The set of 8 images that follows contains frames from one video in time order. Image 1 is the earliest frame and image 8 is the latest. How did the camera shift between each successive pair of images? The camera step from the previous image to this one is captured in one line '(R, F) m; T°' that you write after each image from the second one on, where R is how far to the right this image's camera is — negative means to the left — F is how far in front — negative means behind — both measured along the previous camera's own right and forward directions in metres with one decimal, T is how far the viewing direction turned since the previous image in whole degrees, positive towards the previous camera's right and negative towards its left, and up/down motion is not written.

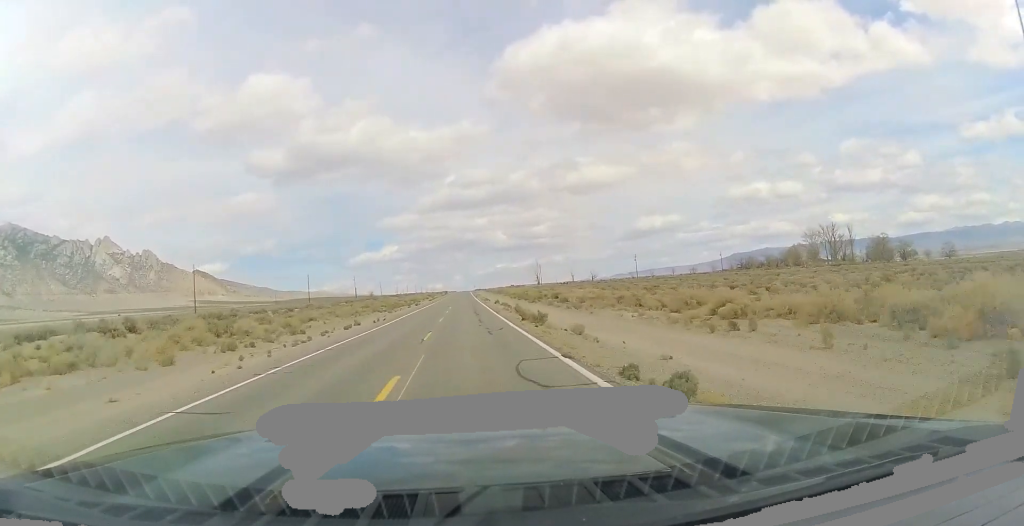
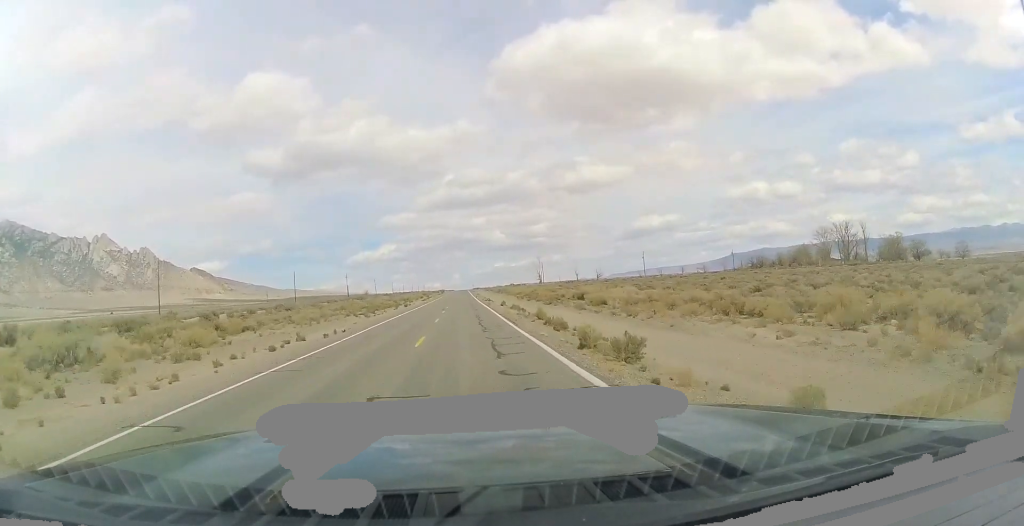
(0.0, +15.0) m; 0°
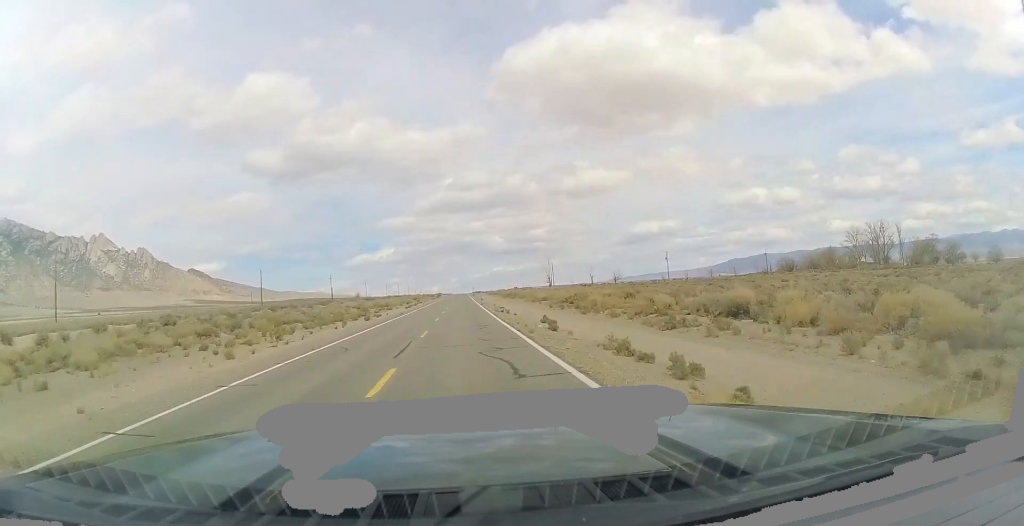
(0.0, +32.2) m; 0°
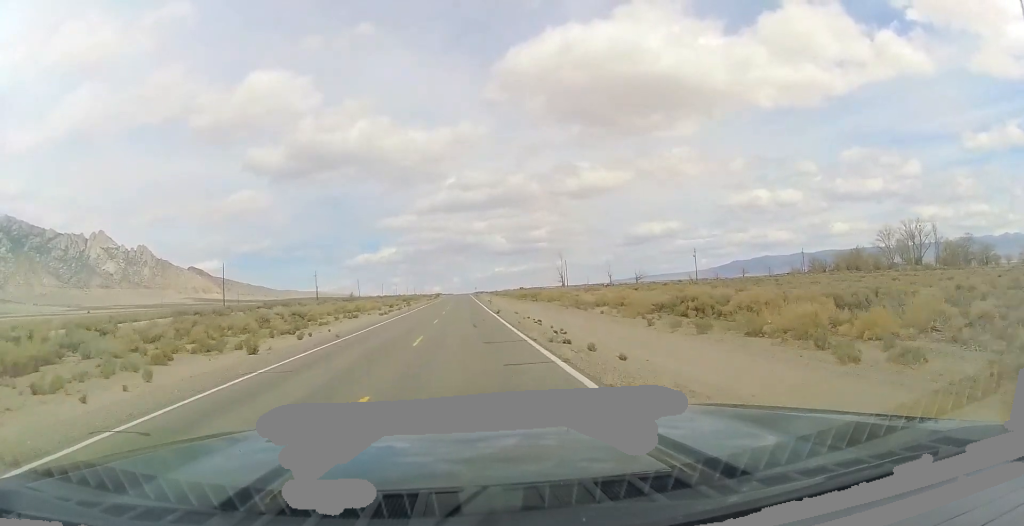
(0.0, +27.6) m; 0°
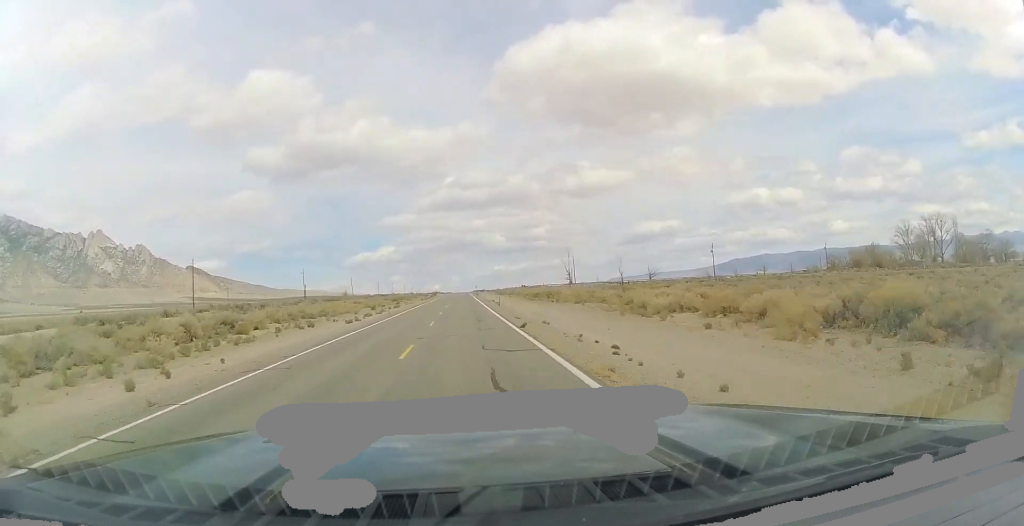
(0.0, +16.1) m; 0°
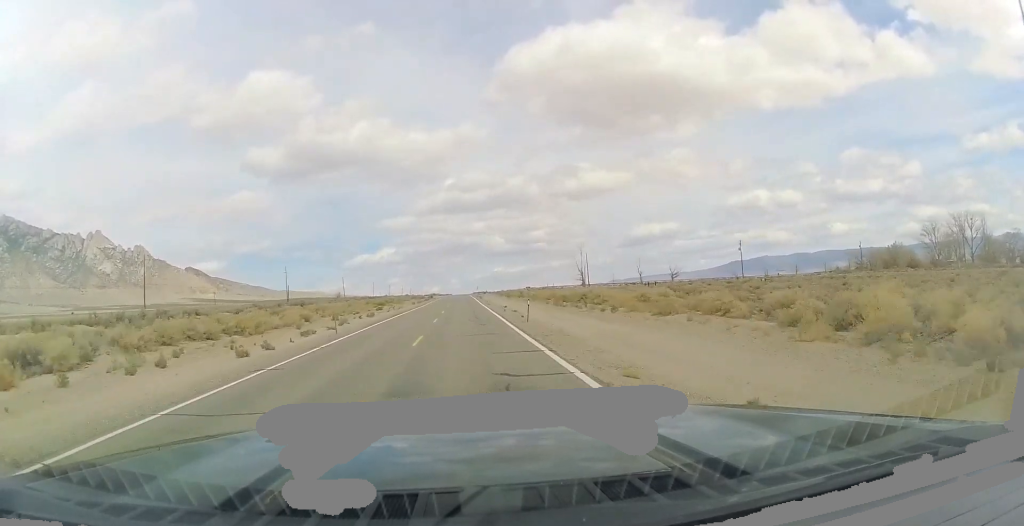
(0.0, +20.8) m; 0°
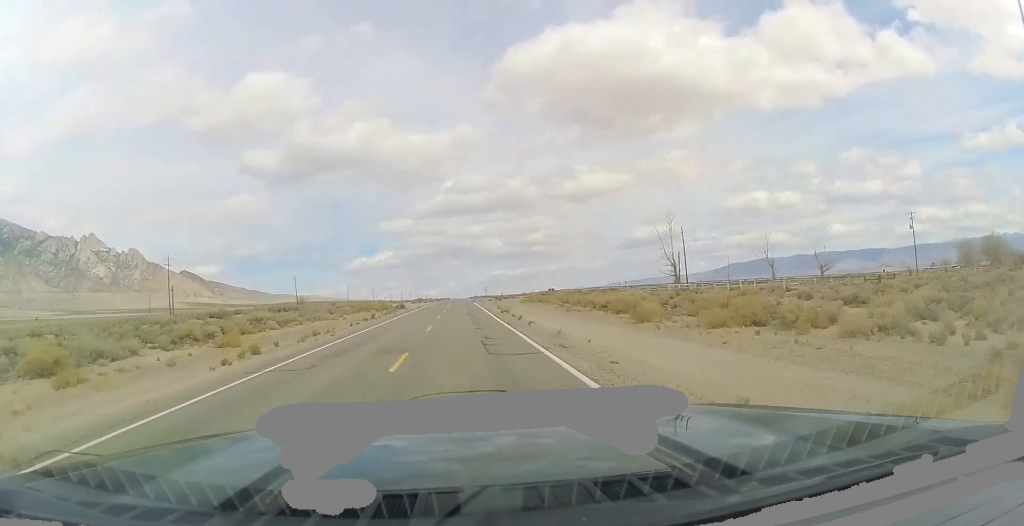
(0.0, +78.5) m; 0°
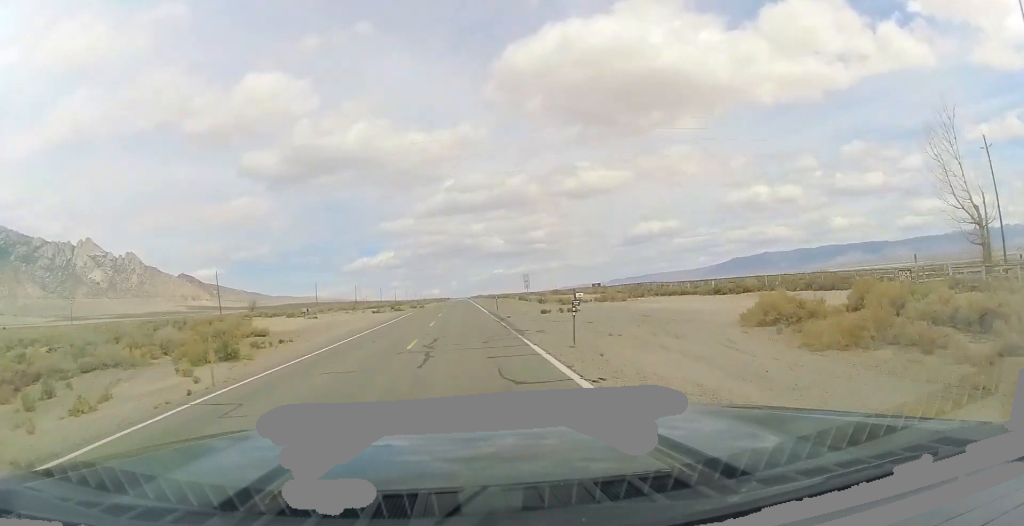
(+0.7, +67.8) m; +1°
